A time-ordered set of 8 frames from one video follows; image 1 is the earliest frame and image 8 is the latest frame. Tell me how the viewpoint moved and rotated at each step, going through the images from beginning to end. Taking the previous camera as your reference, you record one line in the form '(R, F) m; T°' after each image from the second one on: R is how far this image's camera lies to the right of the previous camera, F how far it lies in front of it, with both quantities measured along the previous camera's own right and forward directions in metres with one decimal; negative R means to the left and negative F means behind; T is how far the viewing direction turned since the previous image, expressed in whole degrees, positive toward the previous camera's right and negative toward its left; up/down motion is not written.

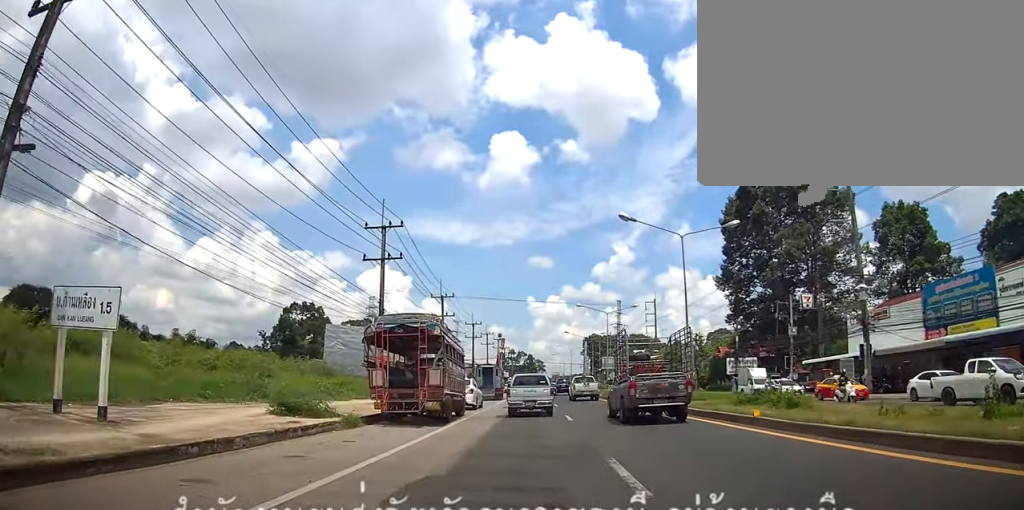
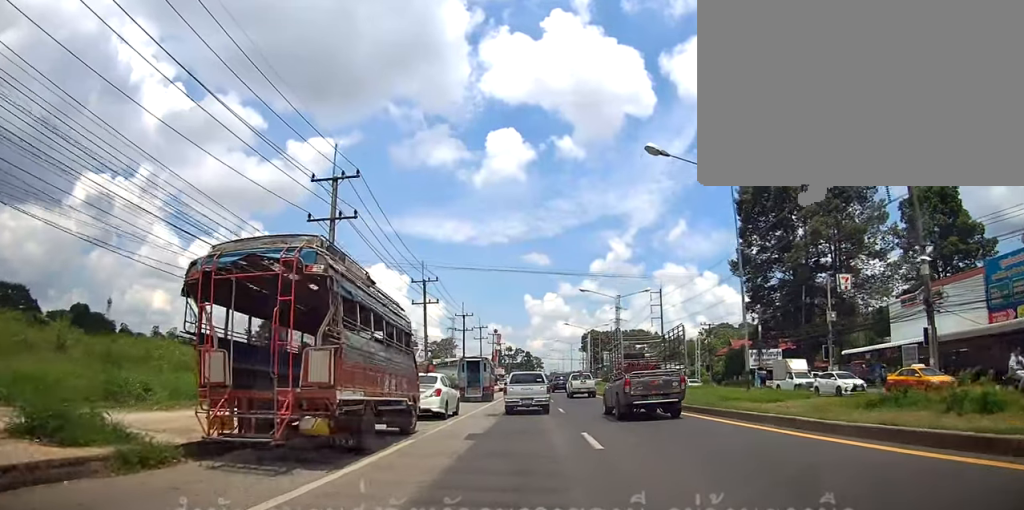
(-0.1, +8.1) m; 0°
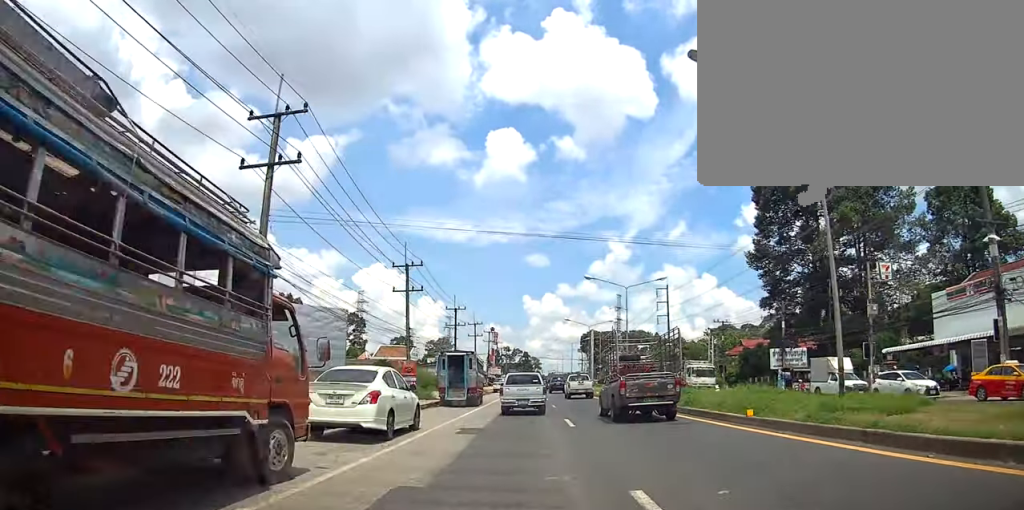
(-0.1, +6.4) m; +1°
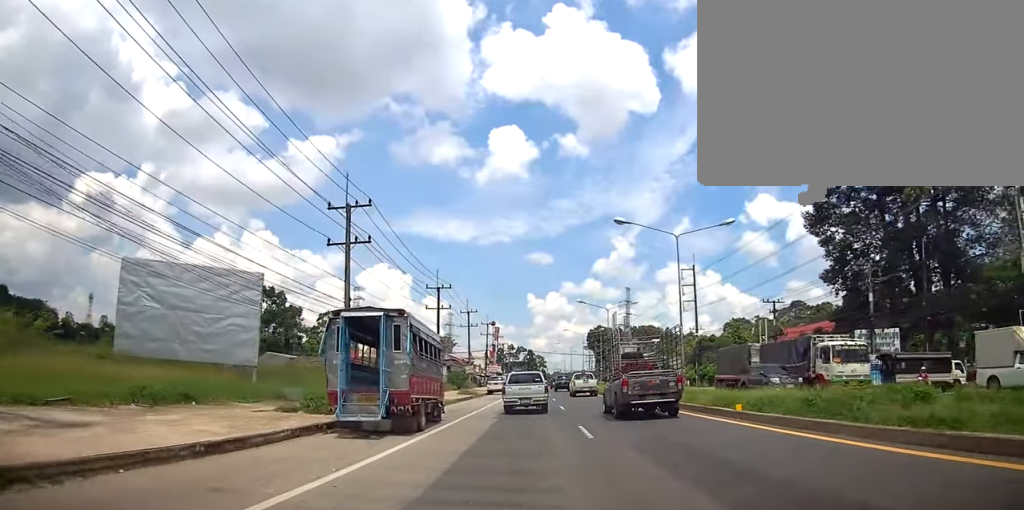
(+0.3, +15.3) m; +1°
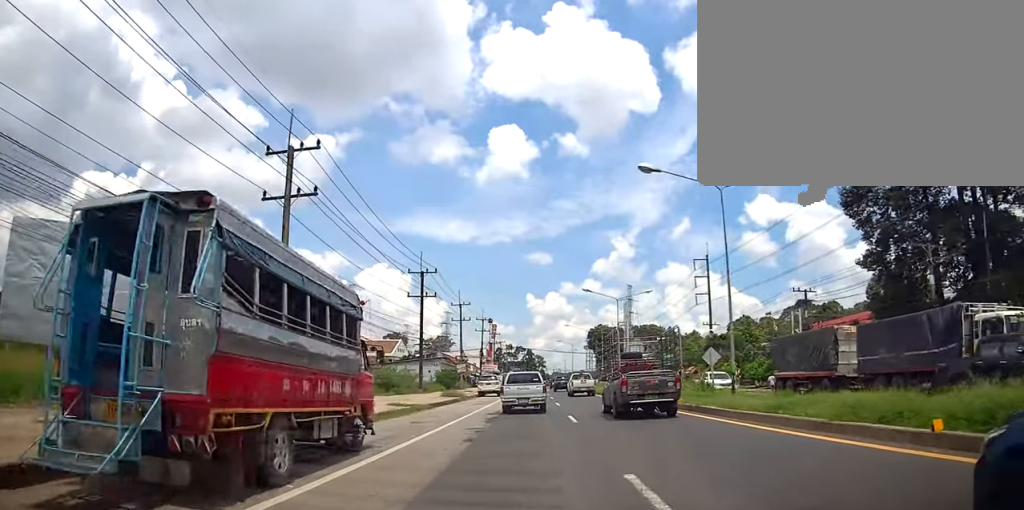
(0.0, +7.7) m; -1°
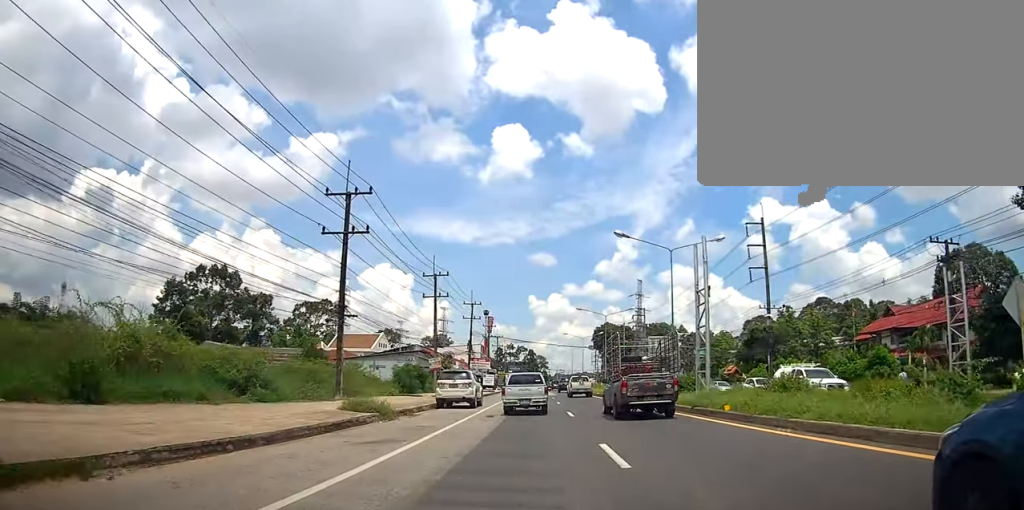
(+0.1, +20.4) m; +1°
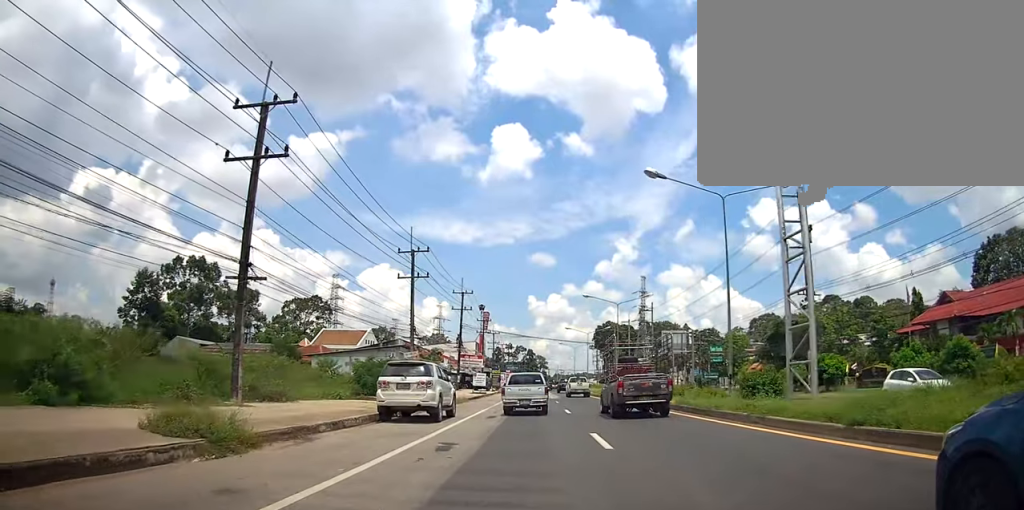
(+0.1, +10.1) m; -1°
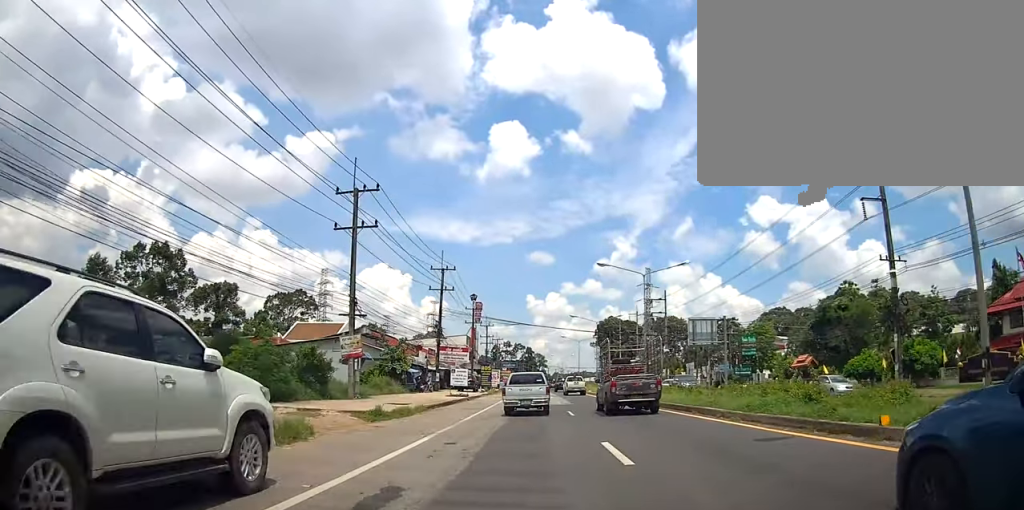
(-0.3, +14.4) m; -1°
